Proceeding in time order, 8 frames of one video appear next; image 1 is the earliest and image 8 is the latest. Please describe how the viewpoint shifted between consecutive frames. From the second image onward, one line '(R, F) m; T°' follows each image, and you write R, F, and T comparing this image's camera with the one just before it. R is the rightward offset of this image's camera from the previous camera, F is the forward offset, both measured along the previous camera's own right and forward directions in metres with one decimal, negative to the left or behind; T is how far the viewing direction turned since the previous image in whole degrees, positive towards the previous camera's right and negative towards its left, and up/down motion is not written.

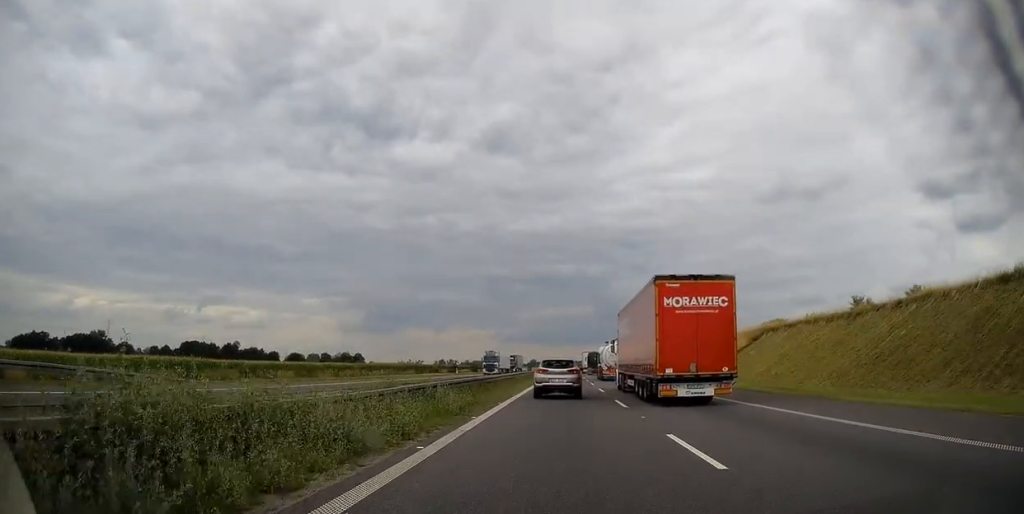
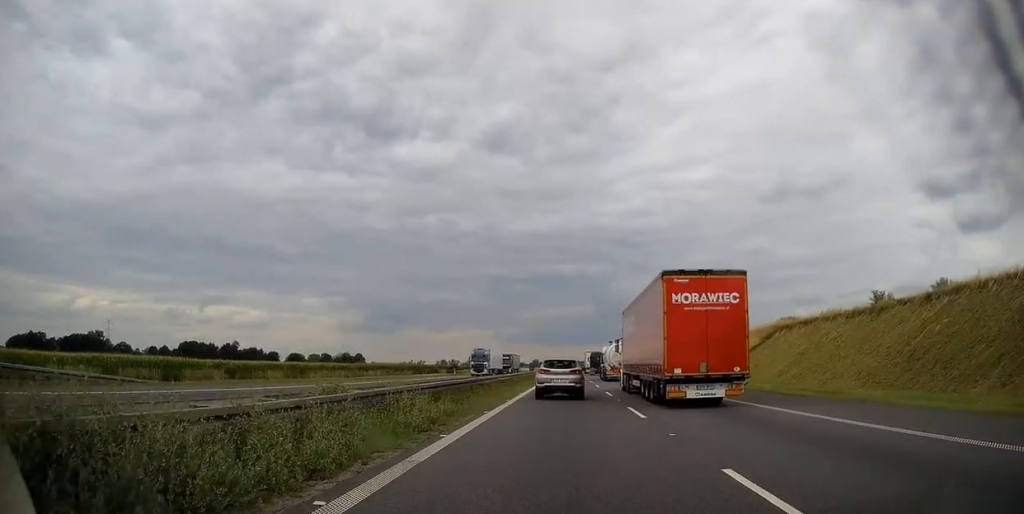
(+0.1, +4.0) m; 0°
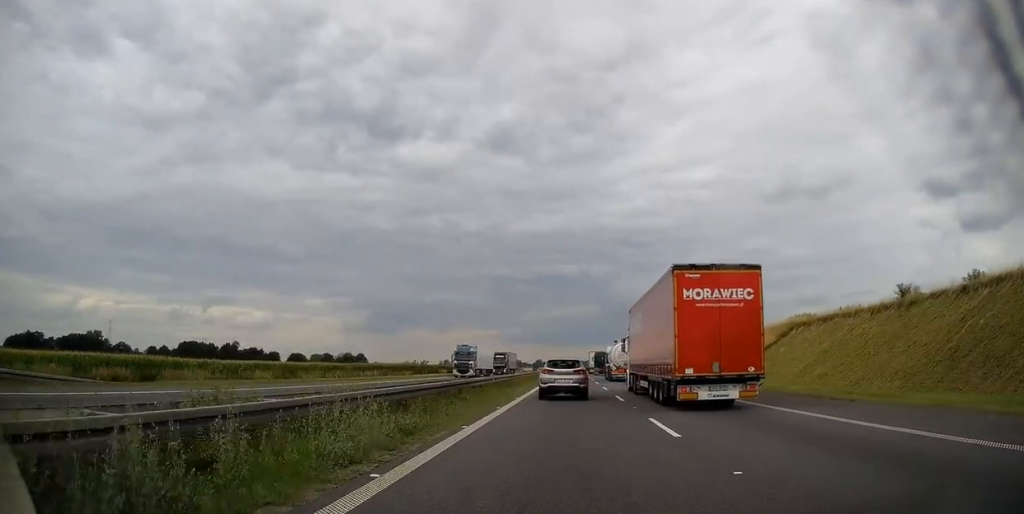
(+0.1, +4.3) m; 0°
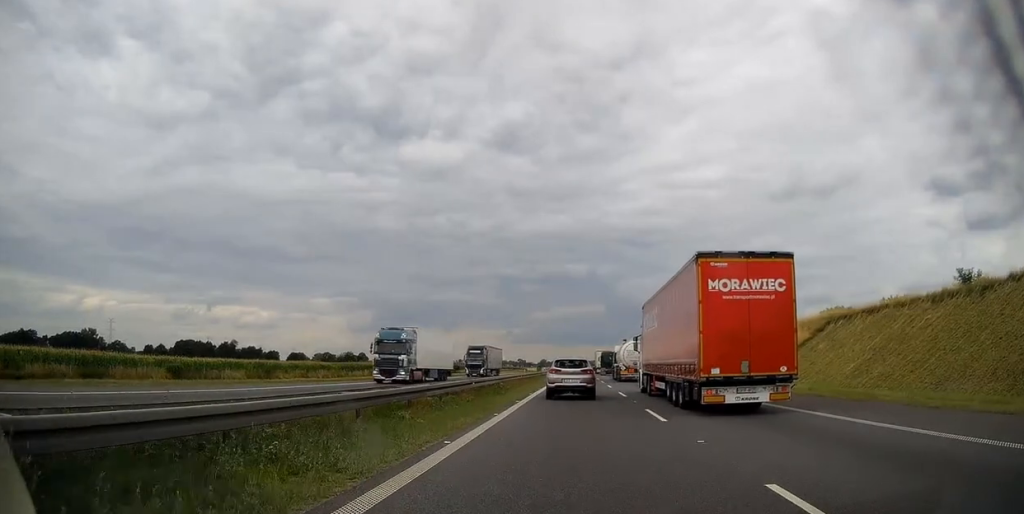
(-0.1, +8.8) m; -2°
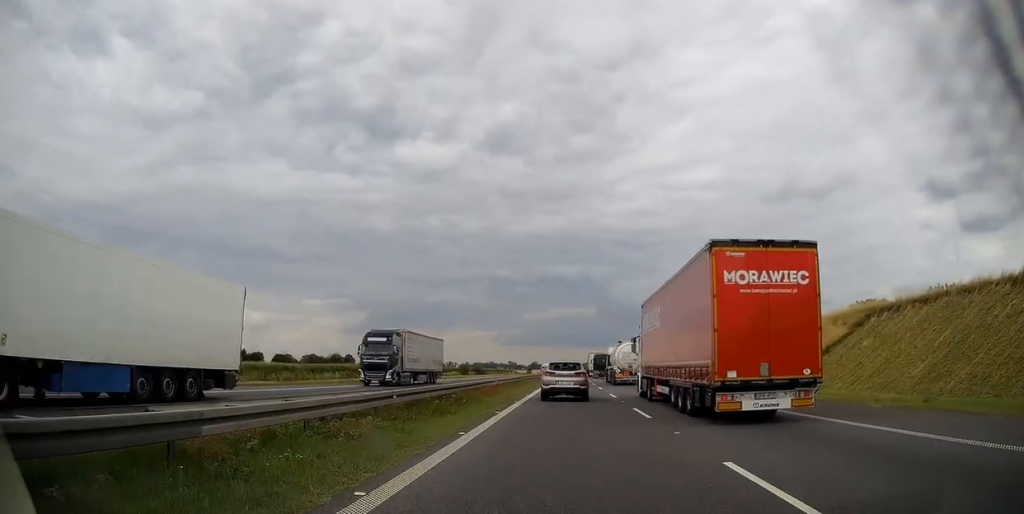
(-0.2, +10.2) m; 0°
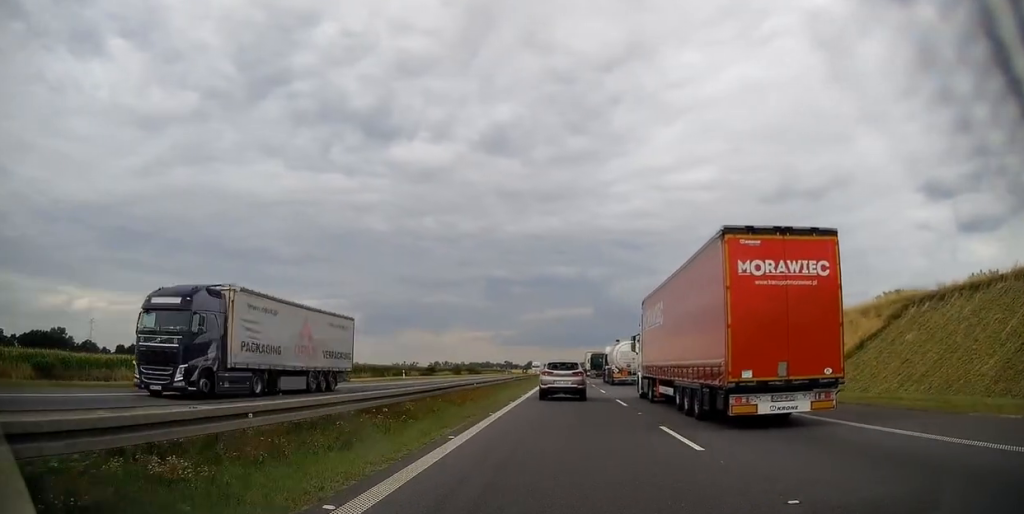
(+0.2, +6.2) m; +1°
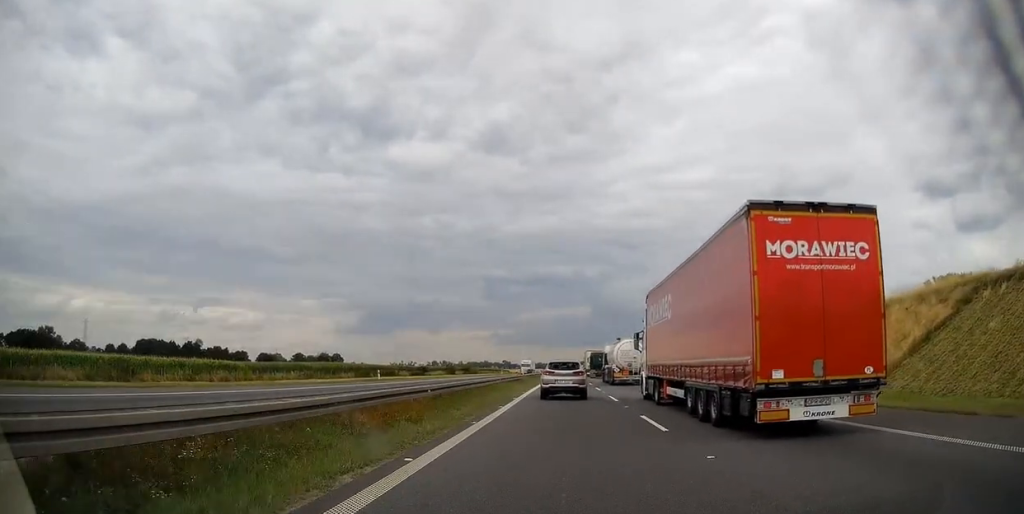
(+0.1, +8.6) m; 0°
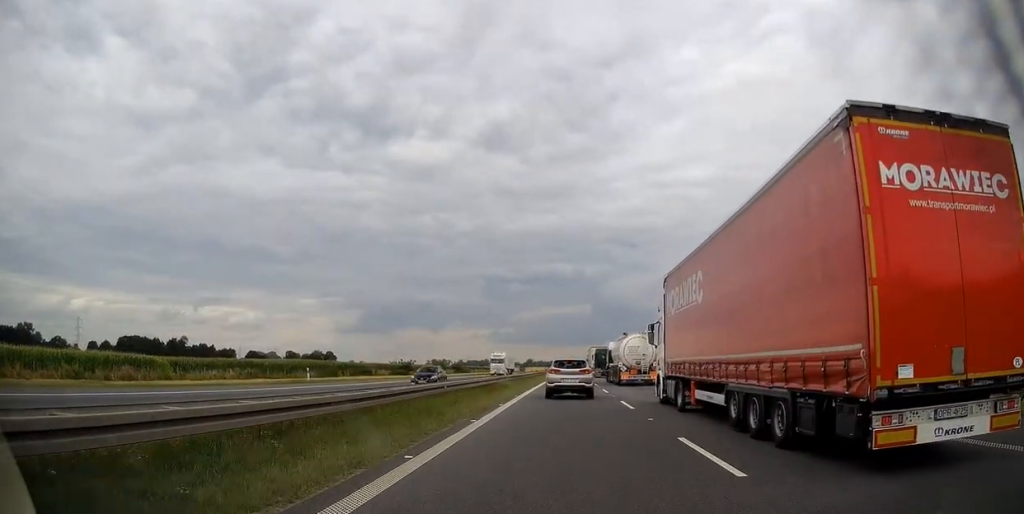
(-0.2, +17.0) m; 0°
